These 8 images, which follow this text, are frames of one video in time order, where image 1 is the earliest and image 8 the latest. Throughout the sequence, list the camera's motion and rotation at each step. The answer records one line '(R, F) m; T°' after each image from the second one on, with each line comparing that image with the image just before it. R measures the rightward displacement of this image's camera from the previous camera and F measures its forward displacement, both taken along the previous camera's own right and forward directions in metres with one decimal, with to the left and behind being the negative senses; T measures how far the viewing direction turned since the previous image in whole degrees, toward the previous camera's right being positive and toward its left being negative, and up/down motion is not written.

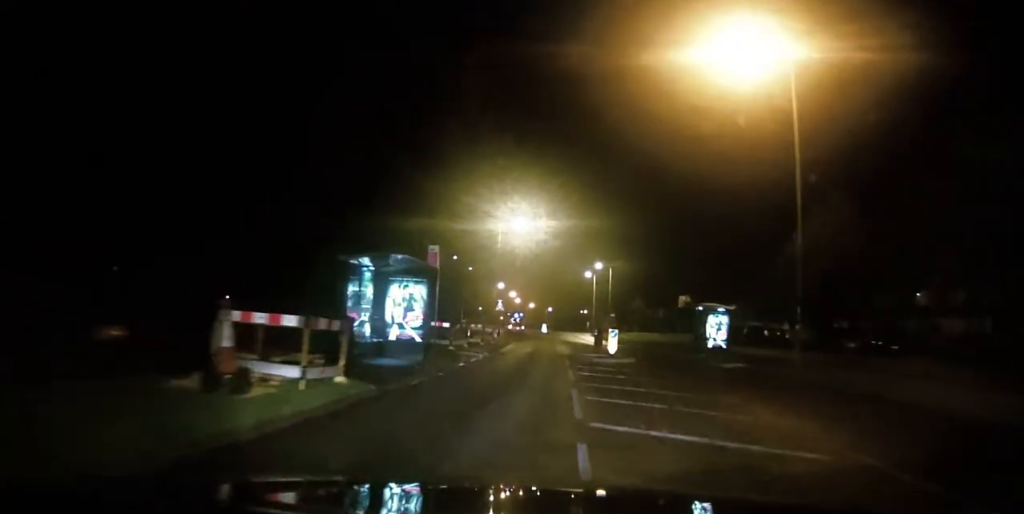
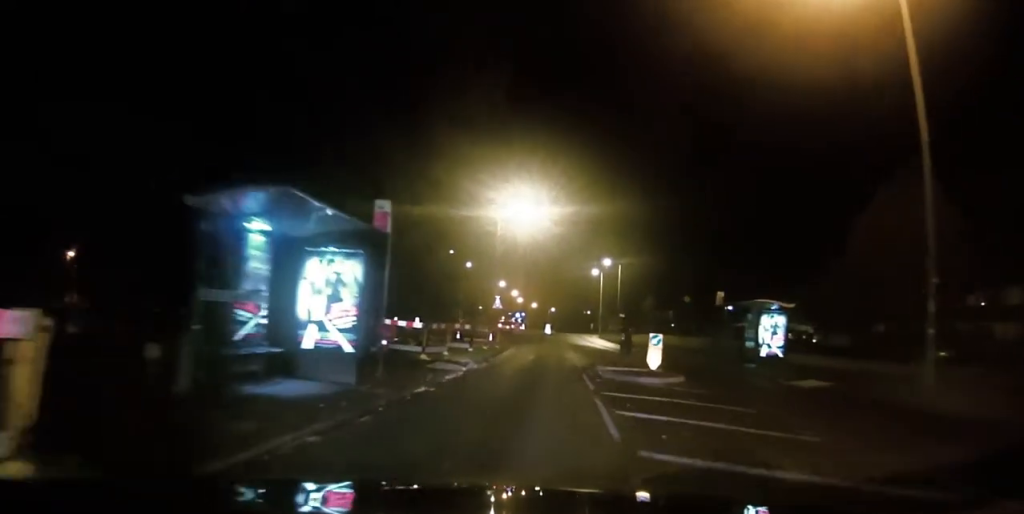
(0.0, +7.3) m; 0°
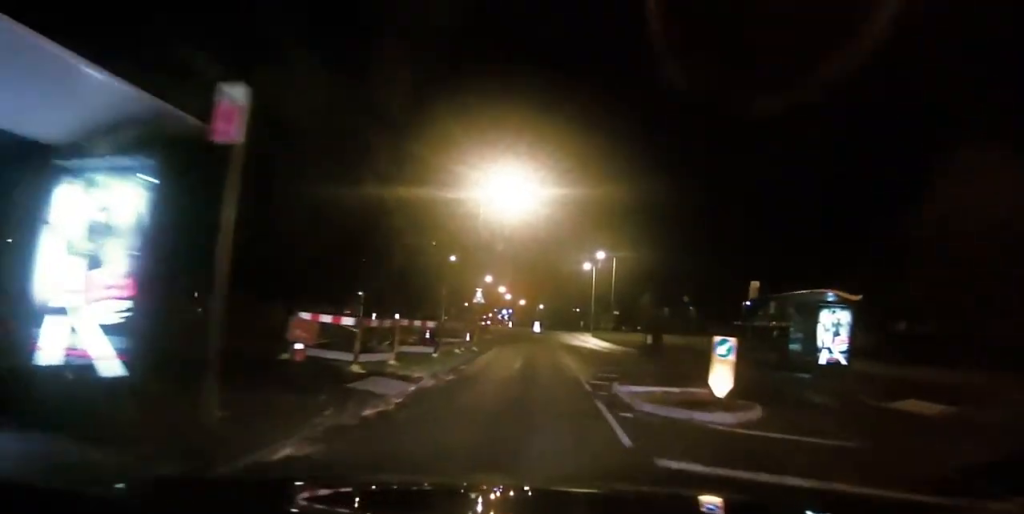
(0.0, +6.1) m; +1°
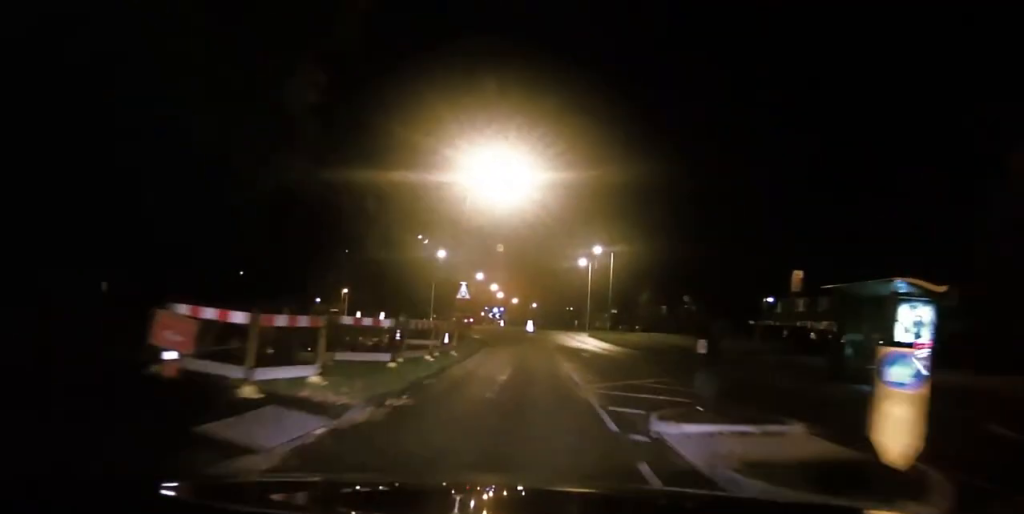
(0.0, +4.9) m; -1°
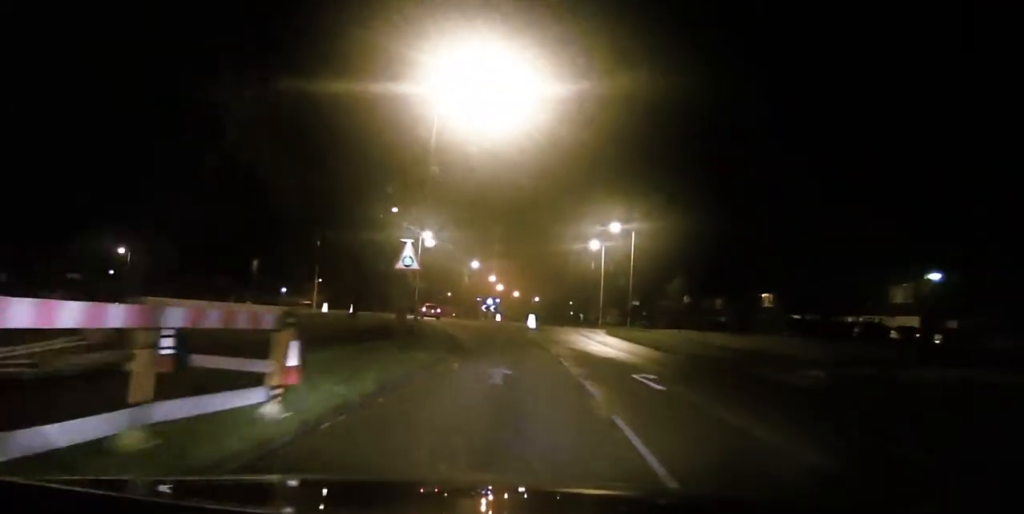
(-0.3, +15.3) m; -2°
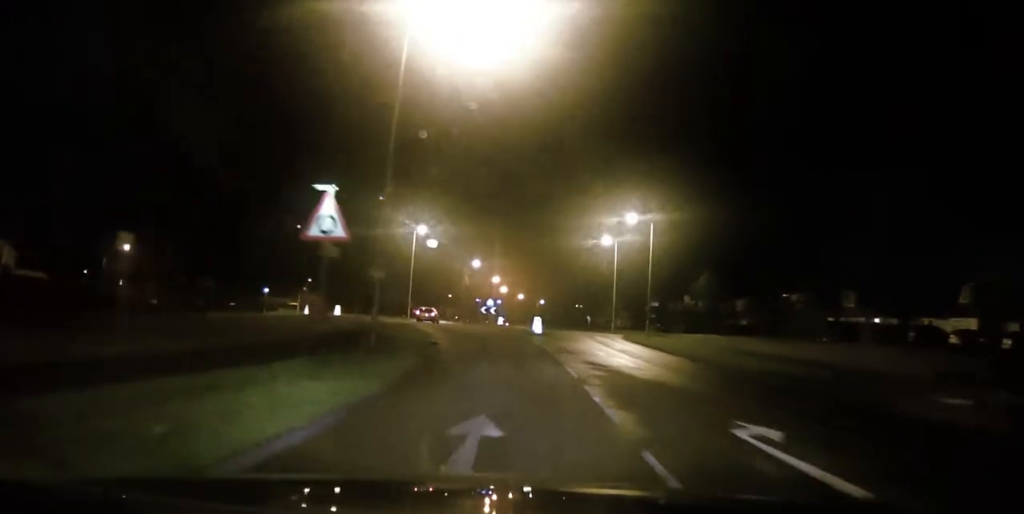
(0.0, +7.7) m; 0°
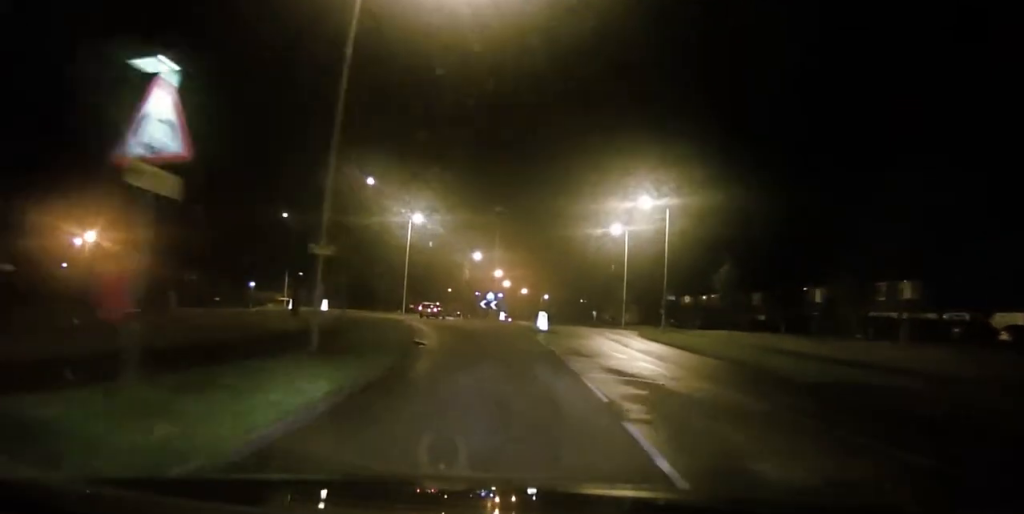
(0.0, +5.4) m; 0°
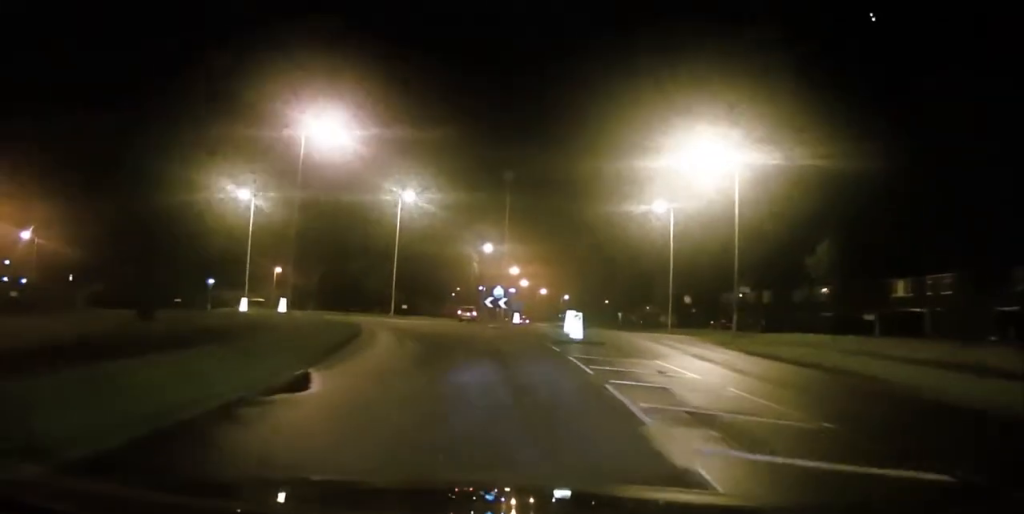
(+0.2, +14.6) m; +3°
